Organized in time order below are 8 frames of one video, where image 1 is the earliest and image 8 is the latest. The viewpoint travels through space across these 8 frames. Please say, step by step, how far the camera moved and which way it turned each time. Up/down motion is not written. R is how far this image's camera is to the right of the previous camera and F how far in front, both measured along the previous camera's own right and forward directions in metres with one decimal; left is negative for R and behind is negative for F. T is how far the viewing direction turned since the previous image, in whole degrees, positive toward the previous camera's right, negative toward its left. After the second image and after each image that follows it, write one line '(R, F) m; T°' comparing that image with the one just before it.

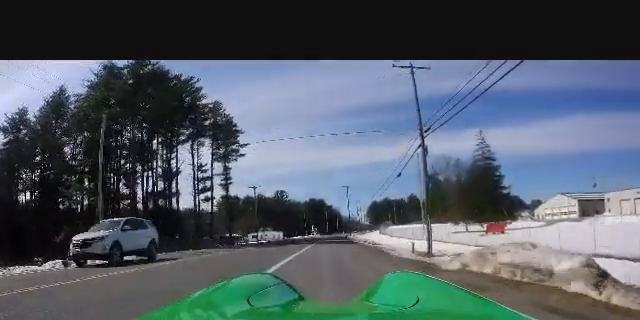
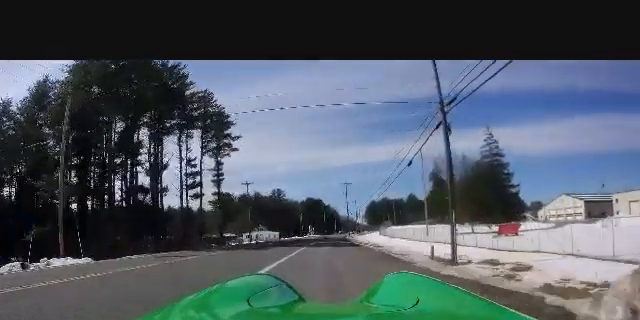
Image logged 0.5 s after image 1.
(0.0, +4.6) m; 0°
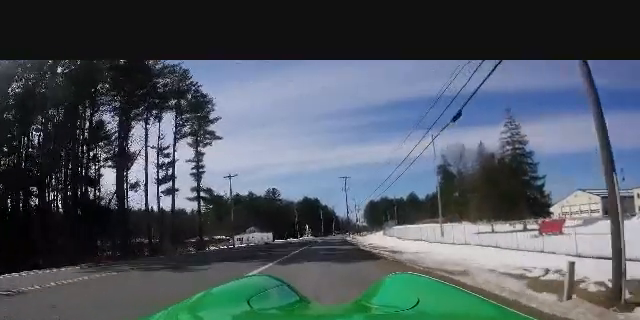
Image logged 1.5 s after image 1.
(+0.2, +10.3) m; +1°
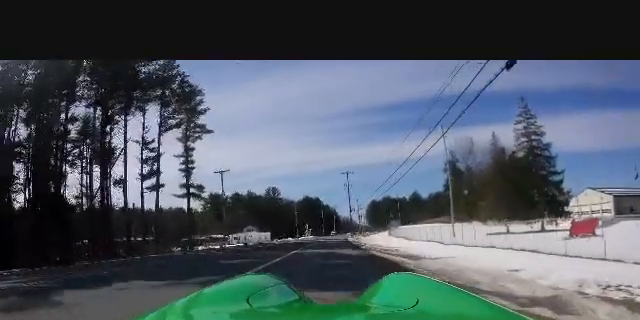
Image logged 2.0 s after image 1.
(-0.1, +5.3) m; +1°
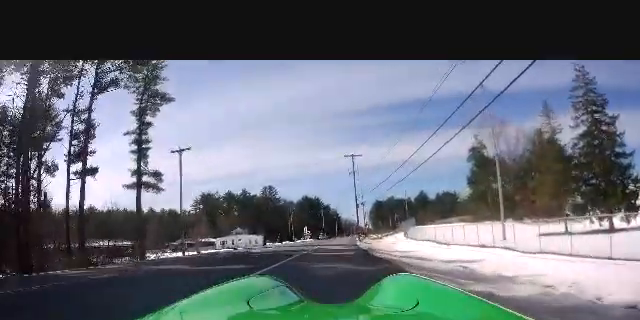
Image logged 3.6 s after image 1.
(+0.3, +15.9) m; -1°
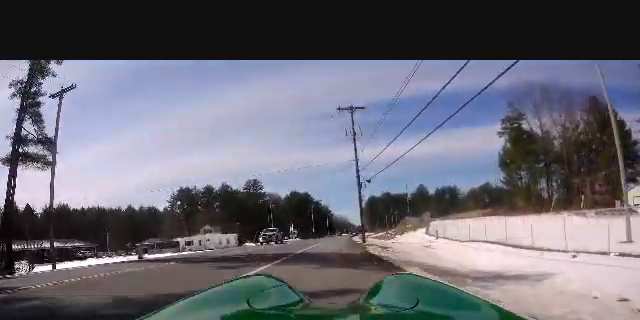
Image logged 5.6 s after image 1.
(-0.6, +18.9) m; +1°
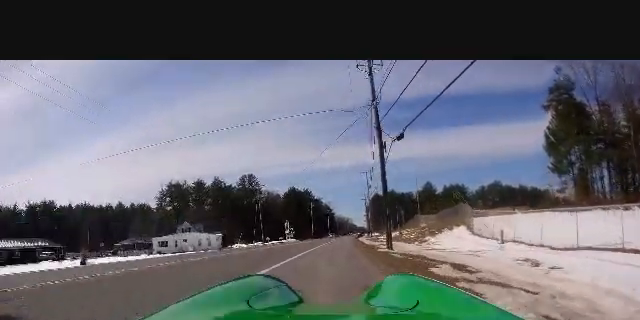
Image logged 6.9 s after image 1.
(+0.5, +13.1) m; +2°
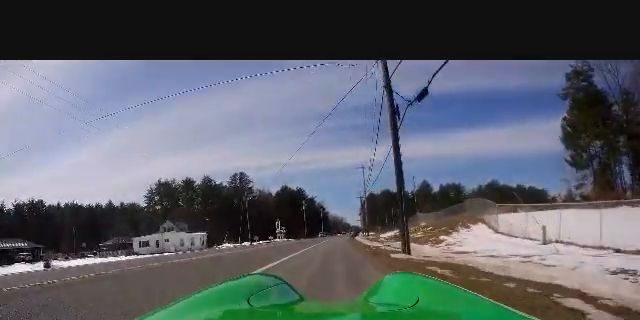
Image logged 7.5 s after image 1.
(0.0, +5.1) m; 0°
